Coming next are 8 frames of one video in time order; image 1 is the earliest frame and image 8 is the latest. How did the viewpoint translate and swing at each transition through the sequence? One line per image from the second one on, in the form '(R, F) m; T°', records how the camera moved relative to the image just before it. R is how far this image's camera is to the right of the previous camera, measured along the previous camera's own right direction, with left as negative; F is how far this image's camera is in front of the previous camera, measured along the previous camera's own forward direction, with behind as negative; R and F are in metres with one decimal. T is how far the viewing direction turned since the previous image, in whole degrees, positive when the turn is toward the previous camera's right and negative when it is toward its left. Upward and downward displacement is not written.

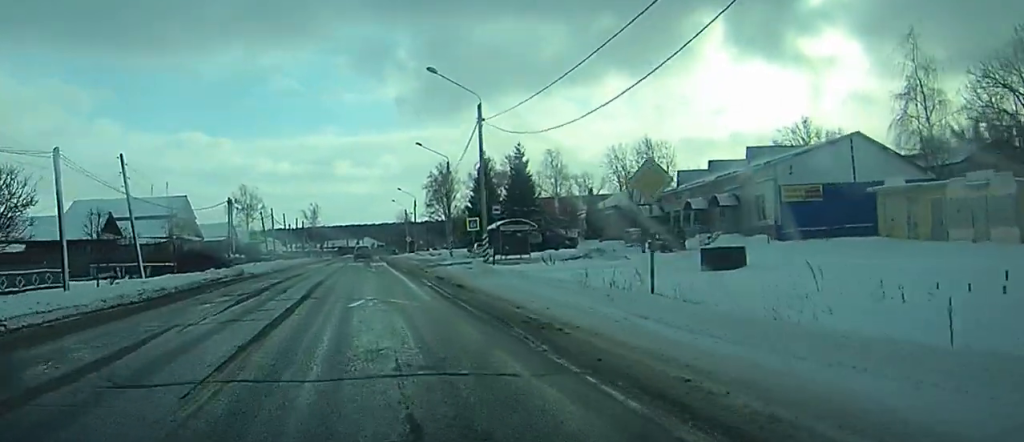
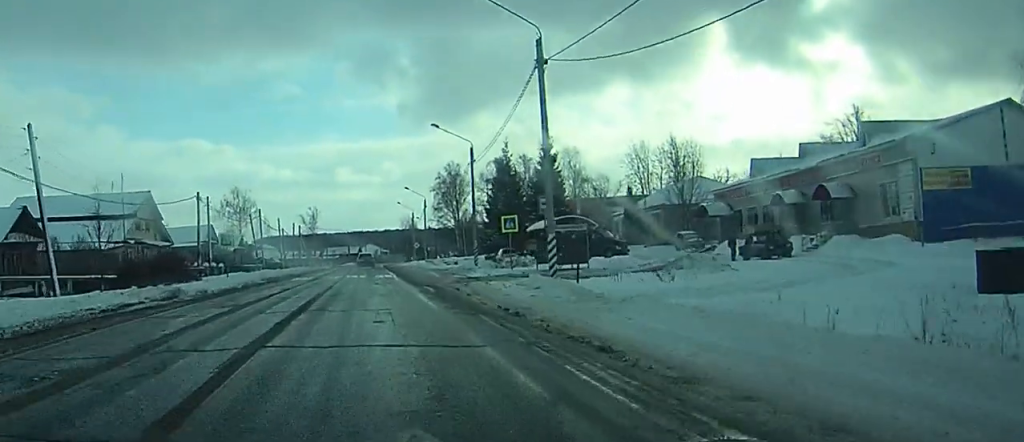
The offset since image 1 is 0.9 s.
(+0.7, +16.8) m; +3°
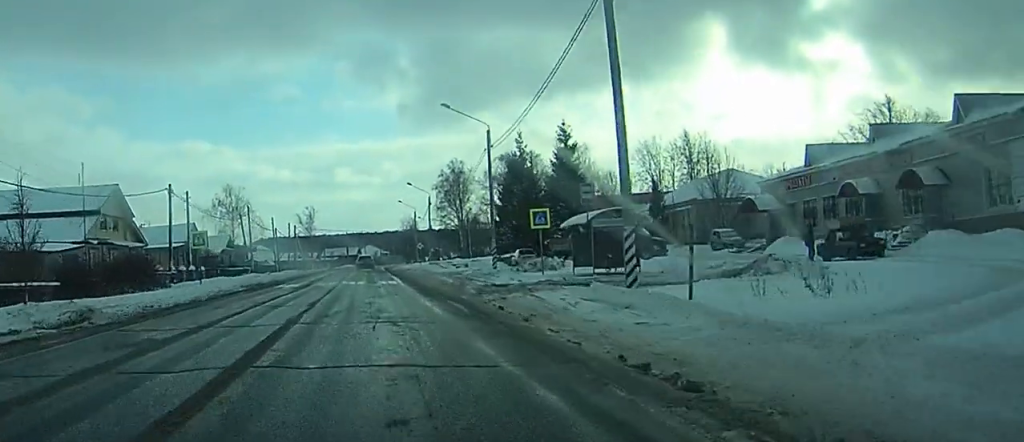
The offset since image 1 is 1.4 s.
(+1.0, +9.7) m; -3°
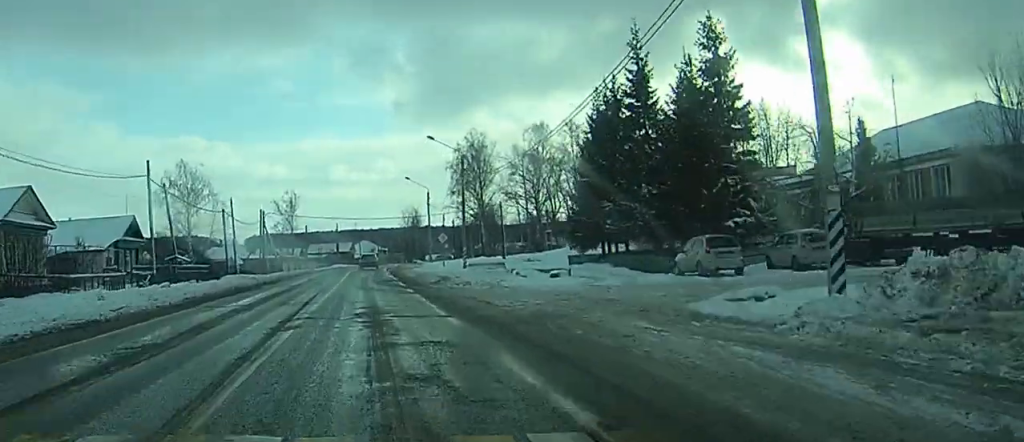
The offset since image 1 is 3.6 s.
(-3.1, +37.6) m; -1°
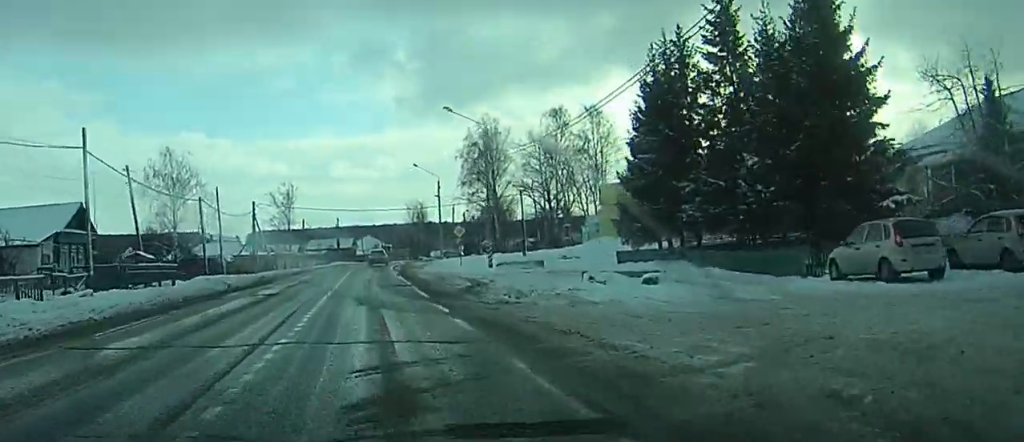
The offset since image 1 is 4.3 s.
(-0.3, +11.4) m; 0°
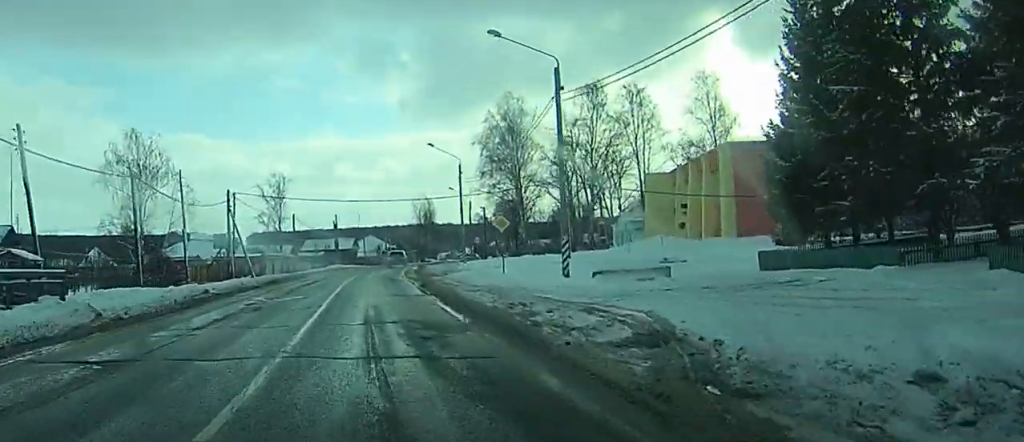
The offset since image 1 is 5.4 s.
(+0.1, +18.8) m; +1°
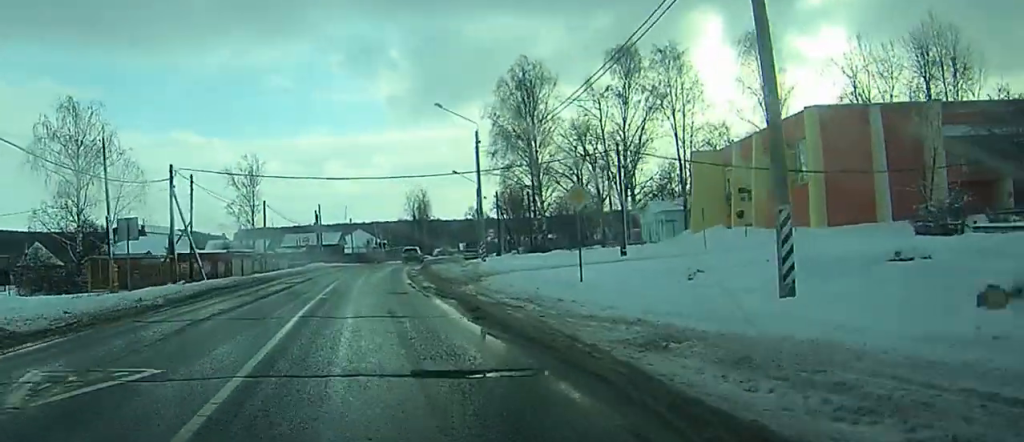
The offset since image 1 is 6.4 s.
(+0.1, +18.3) m; 0°
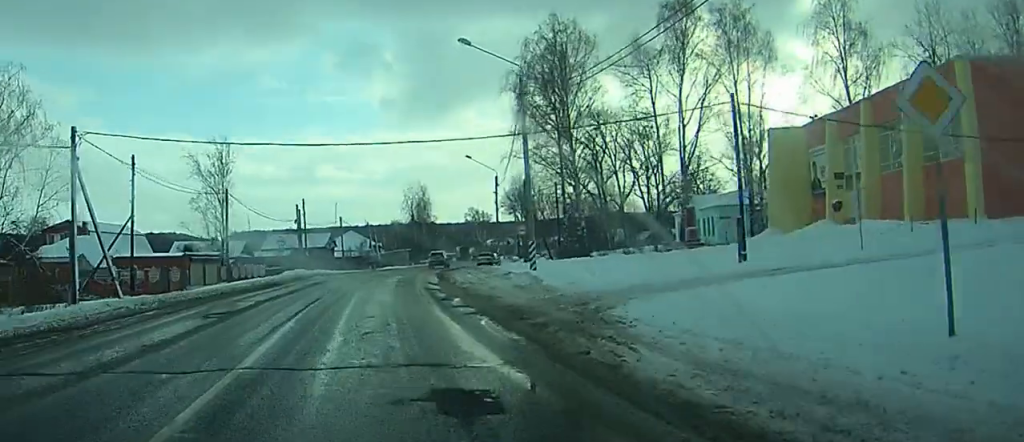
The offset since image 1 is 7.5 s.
(+0.1, +18.4) m; 0°
